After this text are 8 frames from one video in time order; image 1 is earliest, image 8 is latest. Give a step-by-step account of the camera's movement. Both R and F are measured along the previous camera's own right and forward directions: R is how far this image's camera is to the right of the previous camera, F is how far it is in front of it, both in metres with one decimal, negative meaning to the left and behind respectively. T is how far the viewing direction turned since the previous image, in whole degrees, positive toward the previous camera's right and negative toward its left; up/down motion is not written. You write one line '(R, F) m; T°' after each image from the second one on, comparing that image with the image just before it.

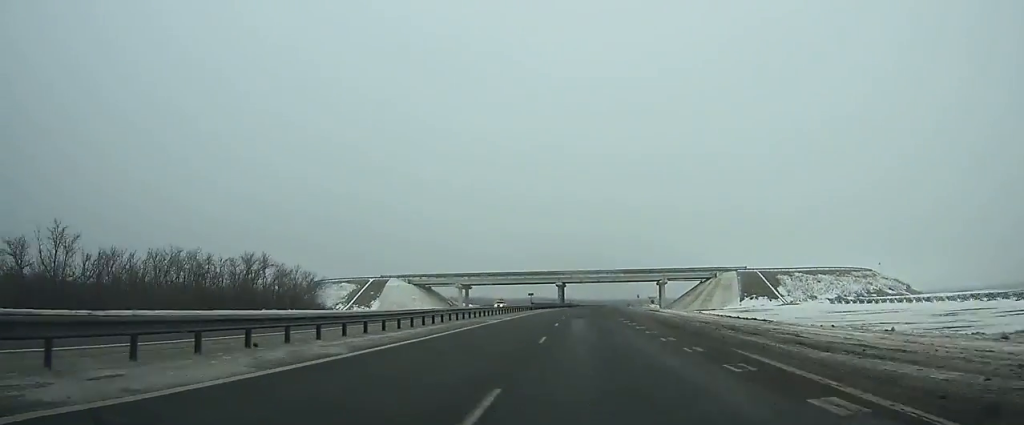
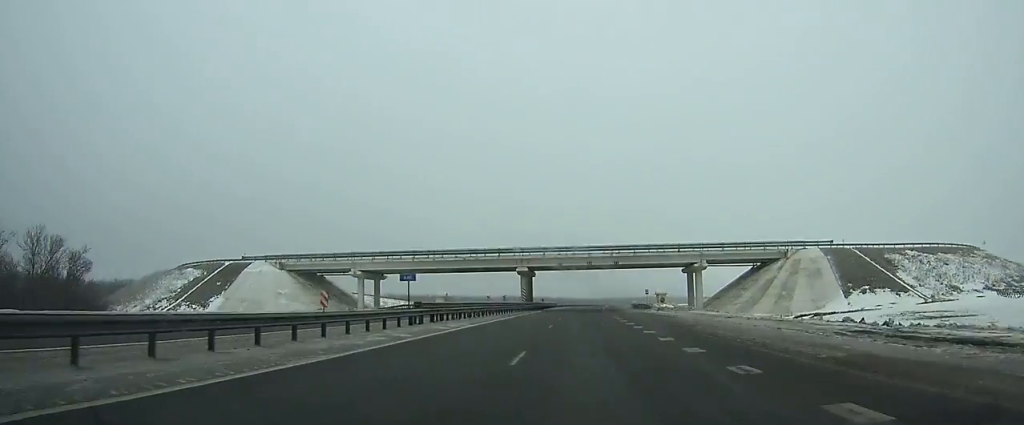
(+0.7, +57.0) m; +2°
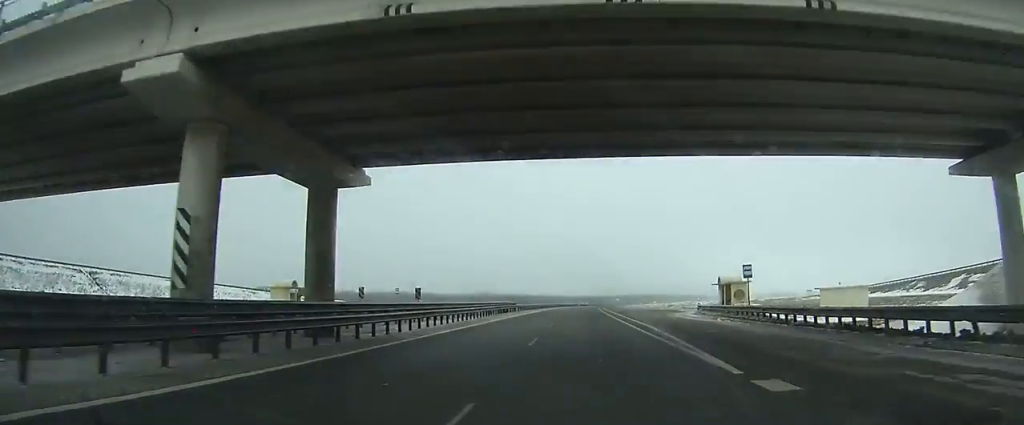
(+1.1, +70.4) m; +2°
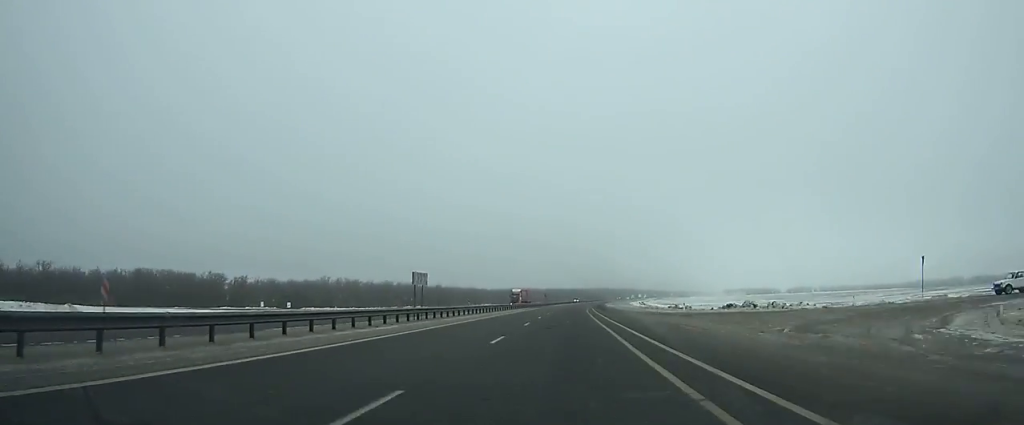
(+8.7, +179.0) m; +6°
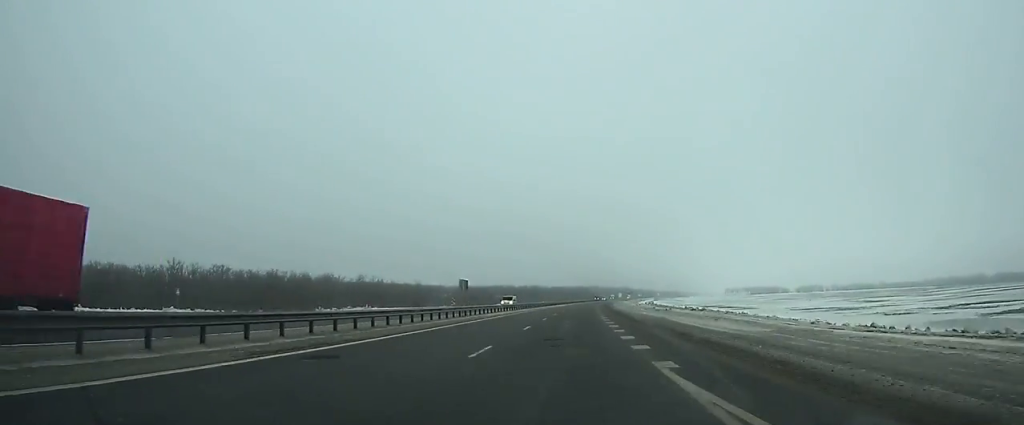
(+1.7, +87.7) m; +2°
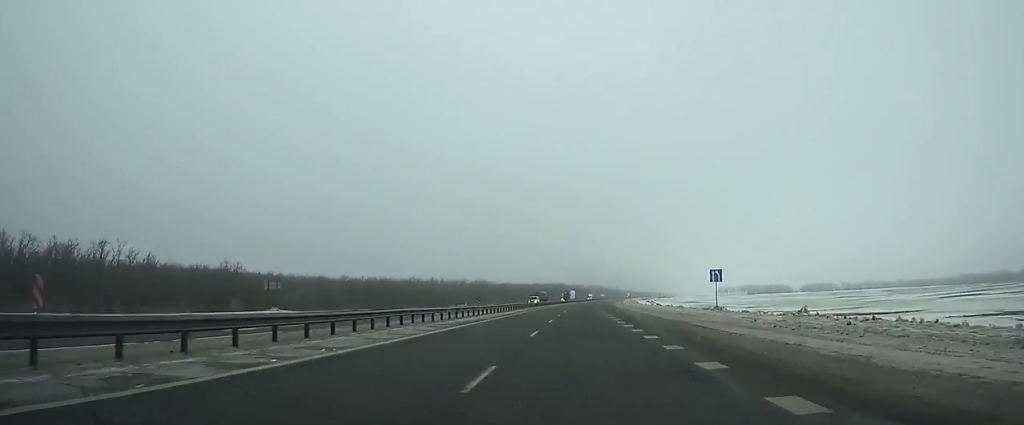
(+3.3, +112.0) m; +3°
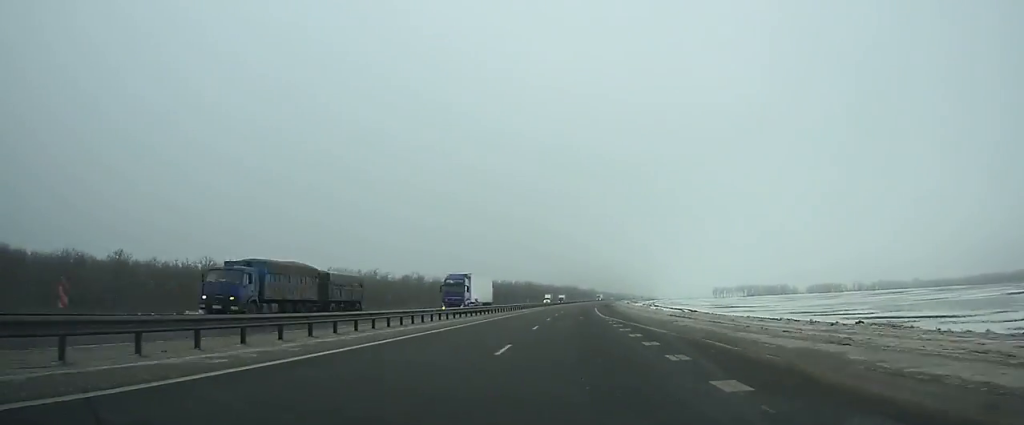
(+1.7, +78.6) m; +2°
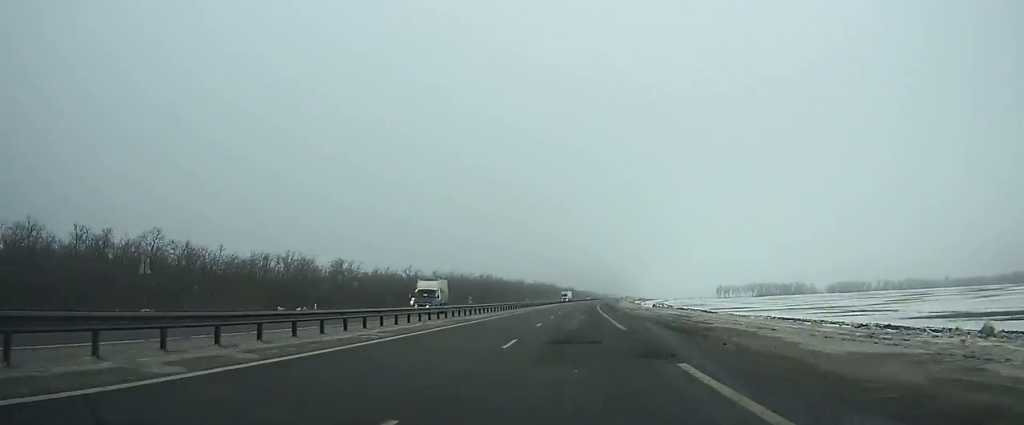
(+1.7, +82.4) m; +2°
